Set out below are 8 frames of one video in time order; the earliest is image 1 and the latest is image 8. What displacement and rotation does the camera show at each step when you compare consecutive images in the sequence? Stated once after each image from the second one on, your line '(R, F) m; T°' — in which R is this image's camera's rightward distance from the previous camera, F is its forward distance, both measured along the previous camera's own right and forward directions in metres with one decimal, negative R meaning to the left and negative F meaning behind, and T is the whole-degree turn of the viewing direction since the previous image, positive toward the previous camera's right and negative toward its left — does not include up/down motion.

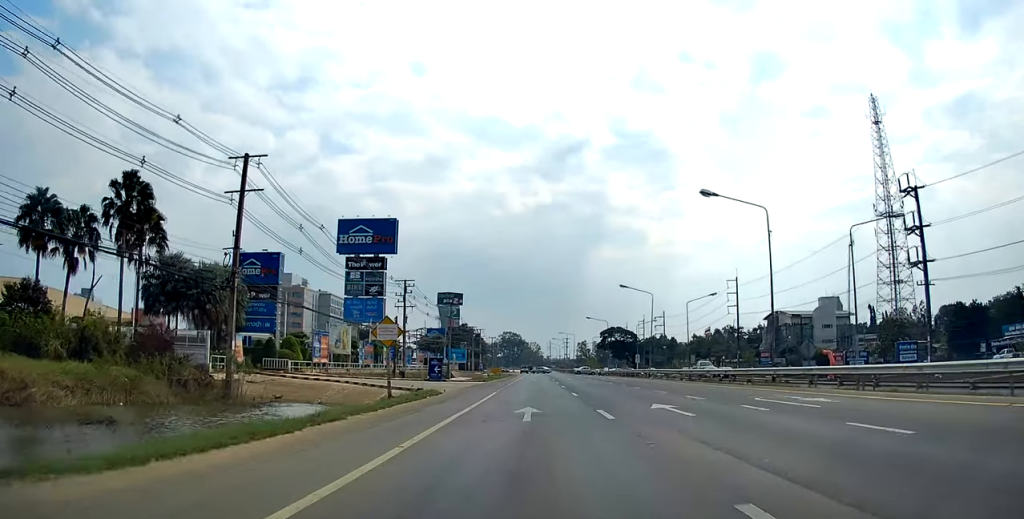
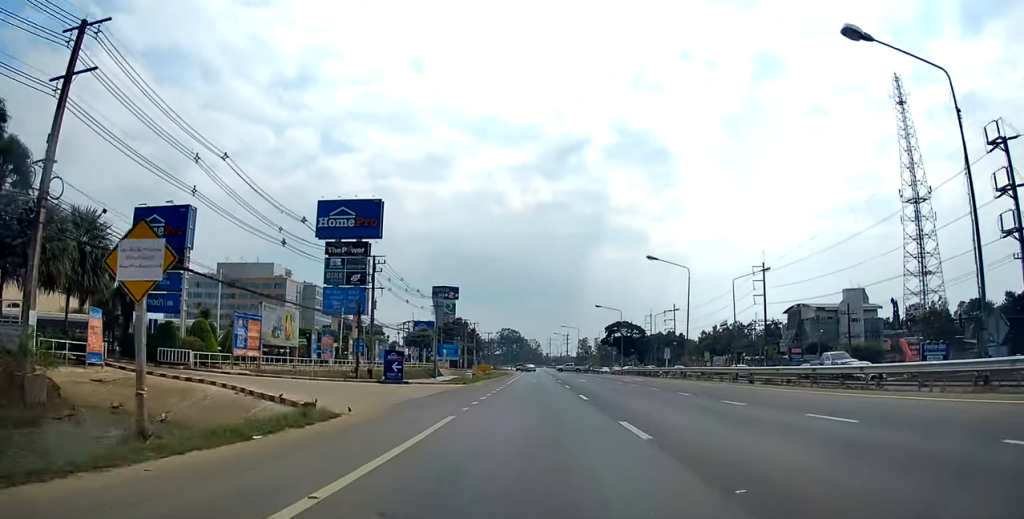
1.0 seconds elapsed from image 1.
(-0.5, +16.4) m; +1°
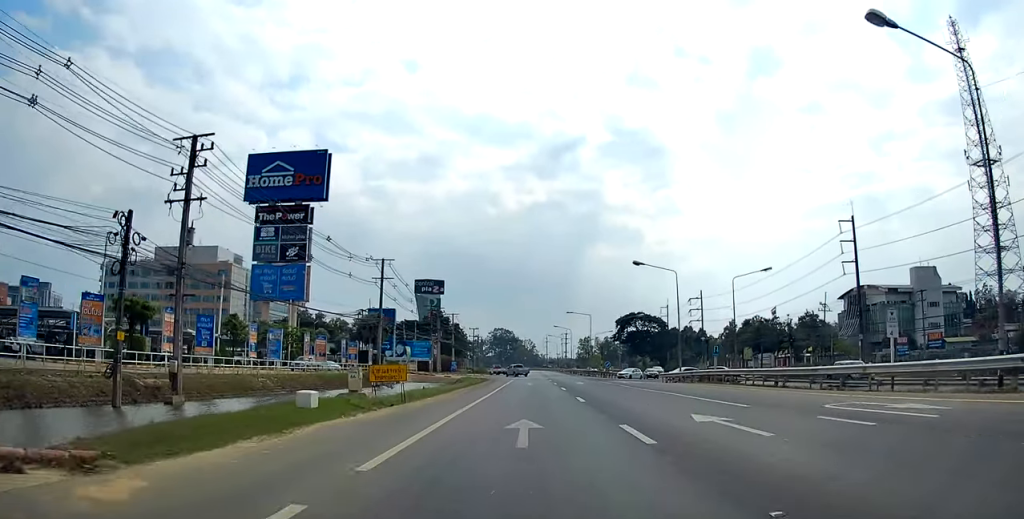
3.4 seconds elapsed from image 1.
(+0.4, +36.1) m; 0°
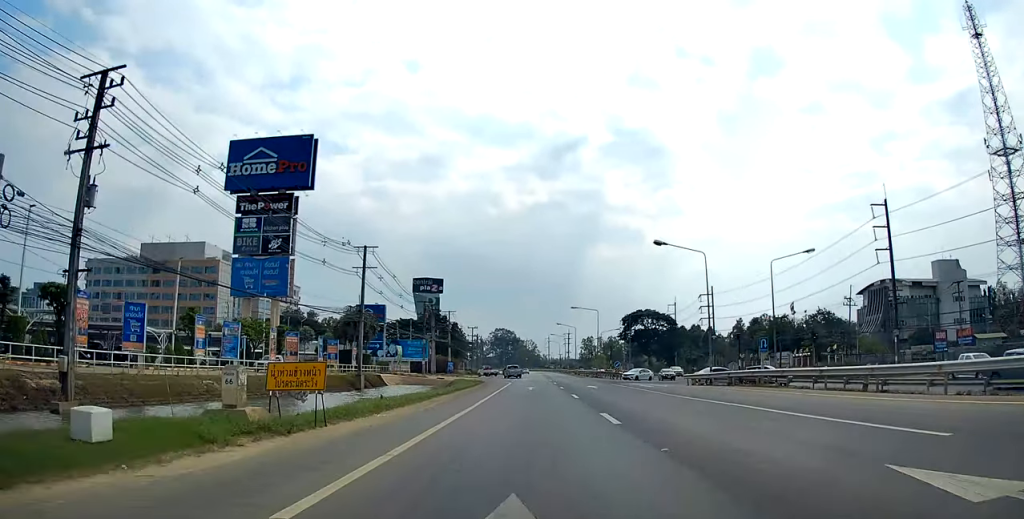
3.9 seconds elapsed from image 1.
(+0.4, +8.2) m; 0°
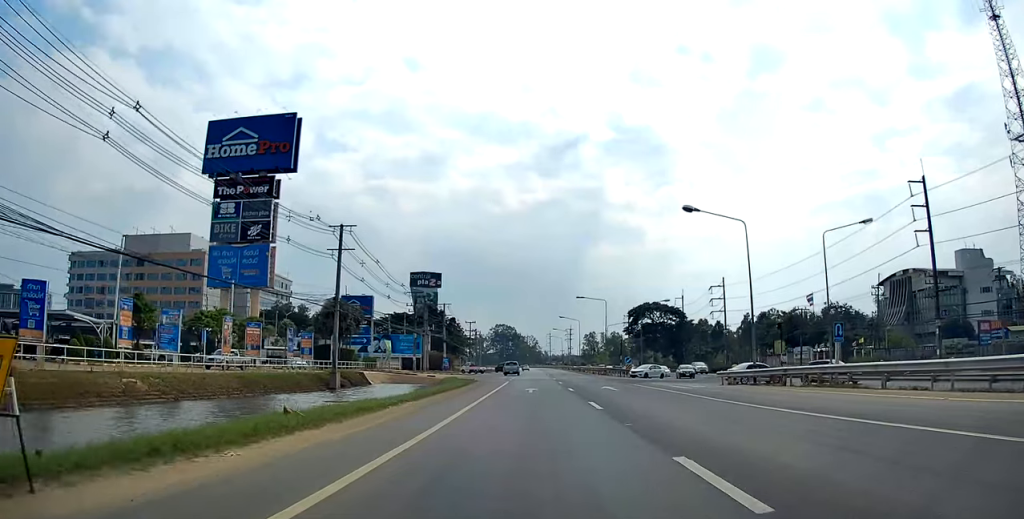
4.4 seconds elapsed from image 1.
(-0.4, +8.1) m; -1°
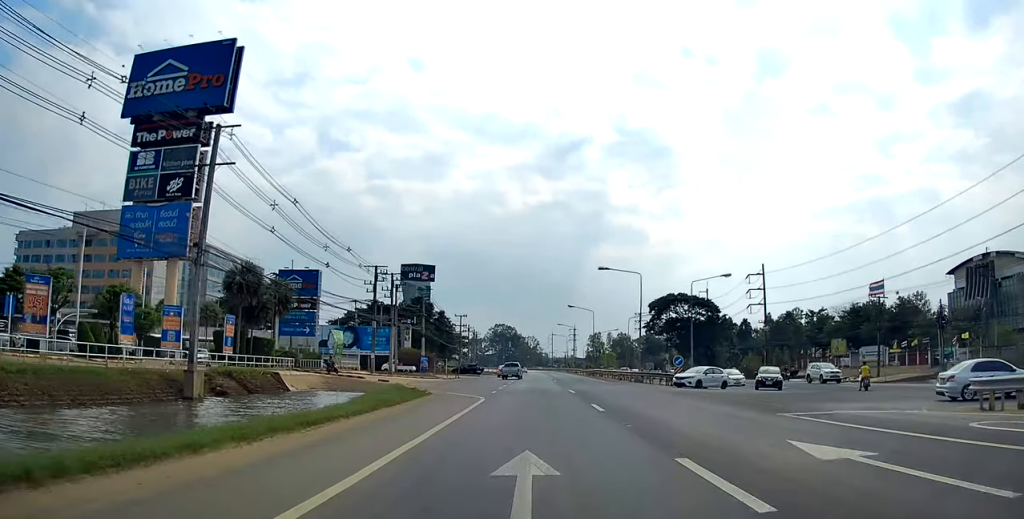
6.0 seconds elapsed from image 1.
(-0.3, +23.3) m; +2°
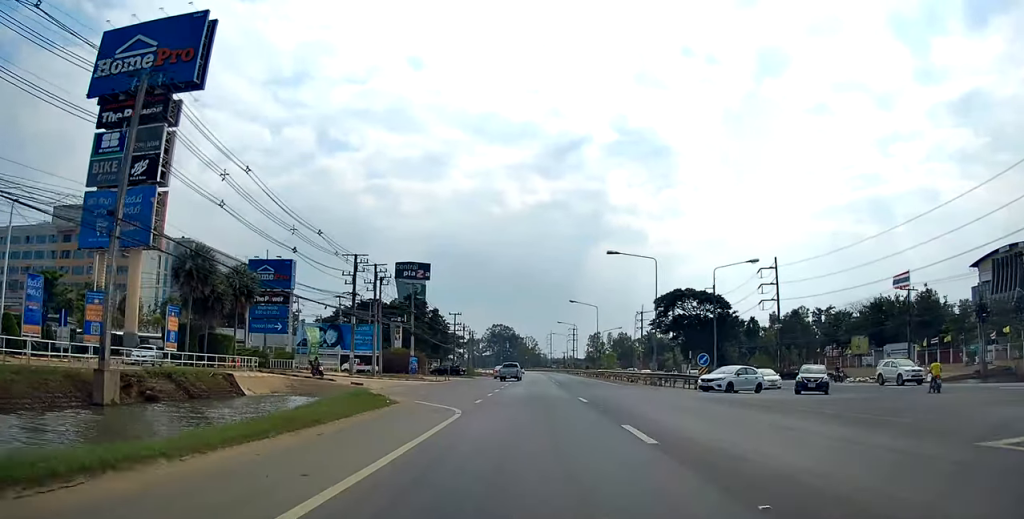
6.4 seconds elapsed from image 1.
(+0.4, +6.8) m; 0°
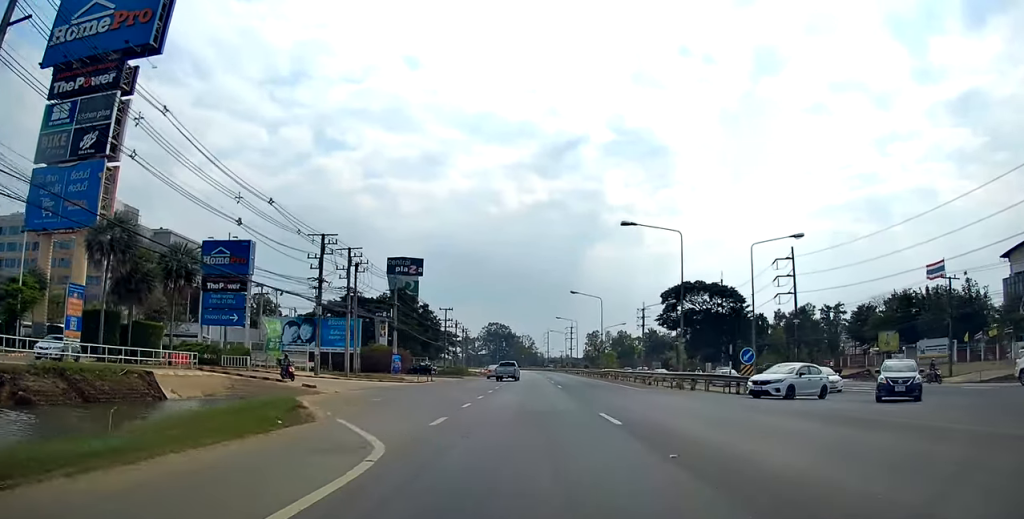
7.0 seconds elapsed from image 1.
(+0.3, +8.8) m; 0°
